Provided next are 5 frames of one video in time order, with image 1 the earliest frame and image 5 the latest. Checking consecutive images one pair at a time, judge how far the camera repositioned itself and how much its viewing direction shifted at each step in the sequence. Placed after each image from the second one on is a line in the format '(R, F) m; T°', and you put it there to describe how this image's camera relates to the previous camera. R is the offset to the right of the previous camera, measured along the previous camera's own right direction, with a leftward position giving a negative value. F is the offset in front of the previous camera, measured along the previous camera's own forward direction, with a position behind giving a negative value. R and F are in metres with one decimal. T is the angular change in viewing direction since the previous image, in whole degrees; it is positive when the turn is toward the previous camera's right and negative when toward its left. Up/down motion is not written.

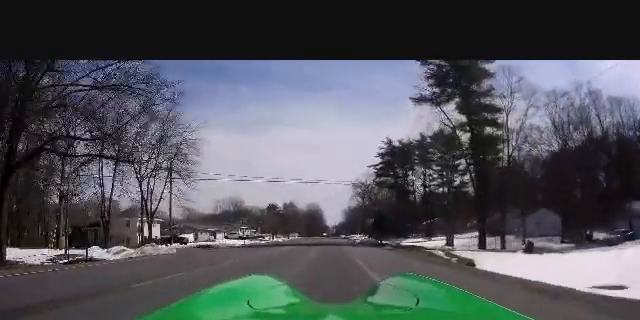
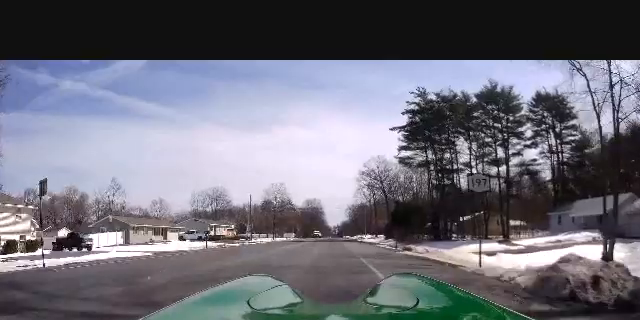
(+1.0, +31.8) m; 0°
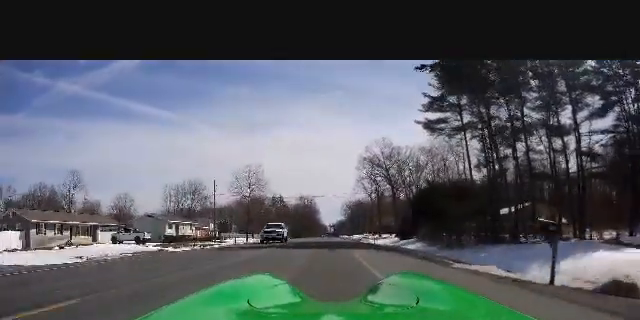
(+0.1, +21.1) m; 0°
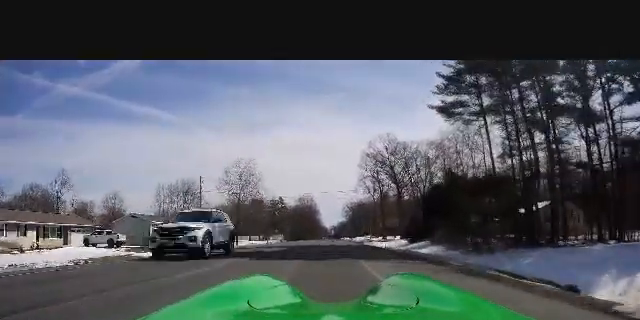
(-0.2, +6.5) m; 0°
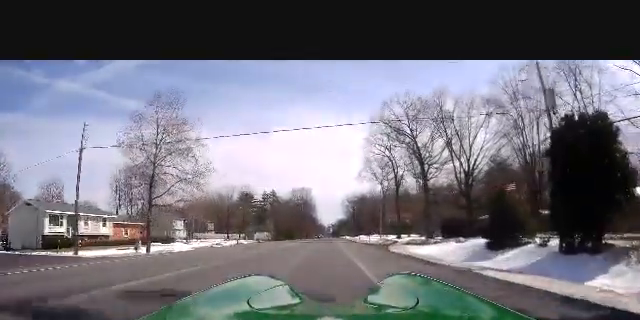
(+0.5, +25.9) m; +2°
